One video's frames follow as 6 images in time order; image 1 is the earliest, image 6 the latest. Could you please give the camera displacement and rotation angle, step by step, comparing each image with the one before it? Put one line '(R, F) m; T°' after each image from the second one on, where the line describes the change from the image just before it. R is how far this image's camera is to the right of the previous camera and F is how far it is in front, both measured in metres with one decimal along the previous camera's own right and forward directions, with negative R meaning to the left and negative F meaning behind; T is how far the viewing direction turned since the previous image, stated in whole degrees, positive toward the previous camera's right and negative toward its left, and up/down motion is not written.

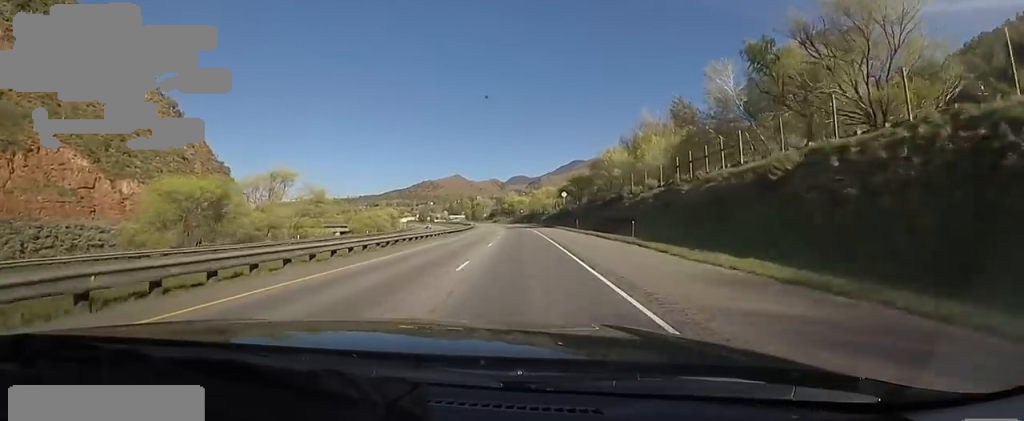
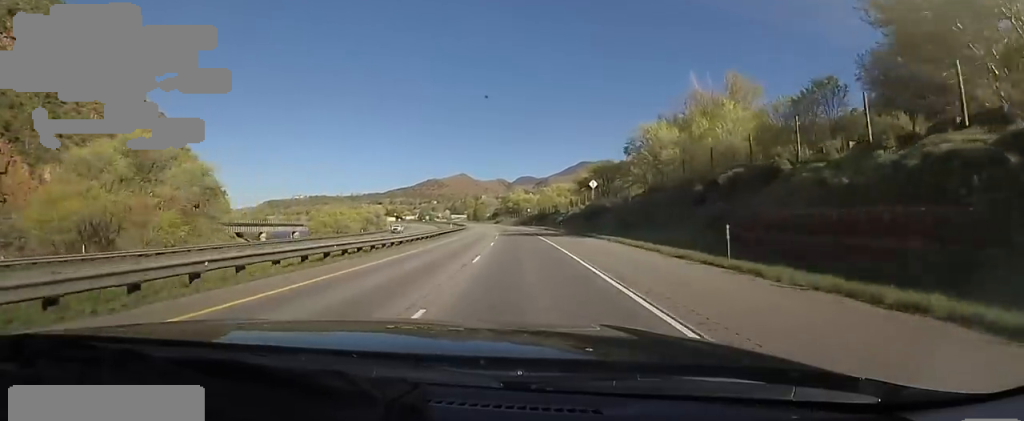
(-0.3, +33.3) m; -1°
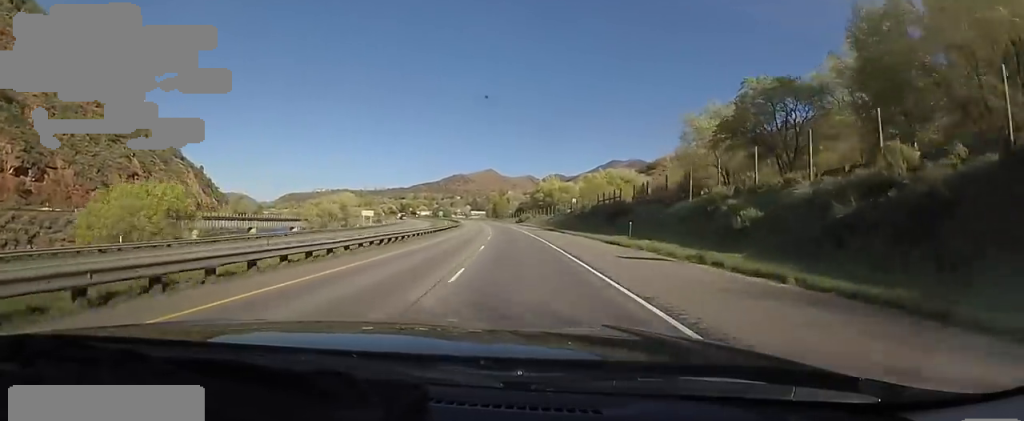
(-2.2, +64.5) m; -3°
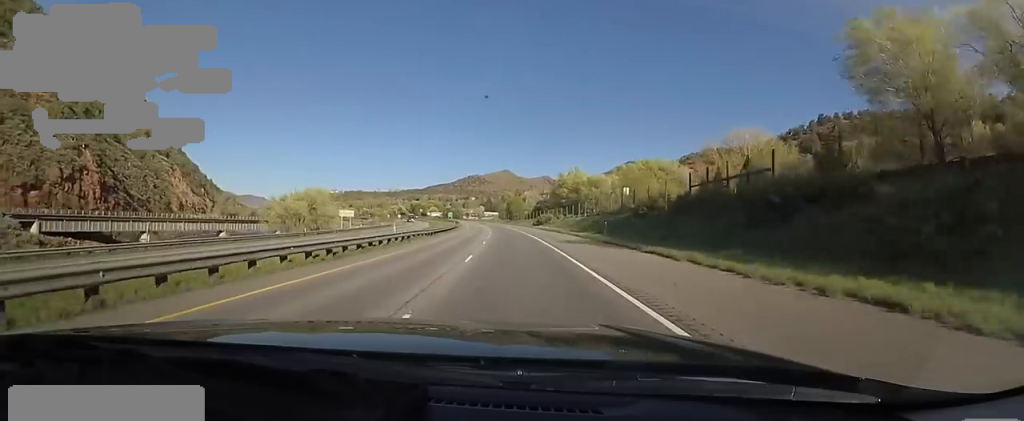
(+0.5, +30.3) m; -2°
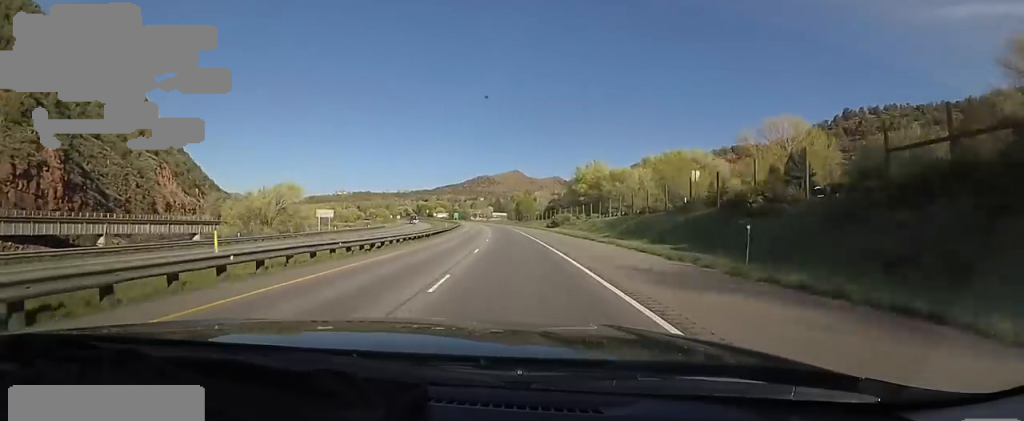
(-0.3, +18.7) m; -3°
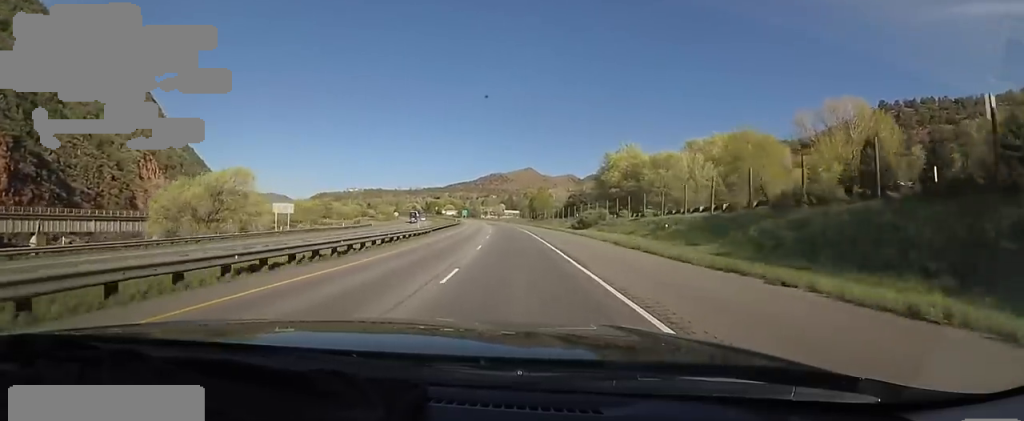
(-1.0, +22.7) m; 0°
